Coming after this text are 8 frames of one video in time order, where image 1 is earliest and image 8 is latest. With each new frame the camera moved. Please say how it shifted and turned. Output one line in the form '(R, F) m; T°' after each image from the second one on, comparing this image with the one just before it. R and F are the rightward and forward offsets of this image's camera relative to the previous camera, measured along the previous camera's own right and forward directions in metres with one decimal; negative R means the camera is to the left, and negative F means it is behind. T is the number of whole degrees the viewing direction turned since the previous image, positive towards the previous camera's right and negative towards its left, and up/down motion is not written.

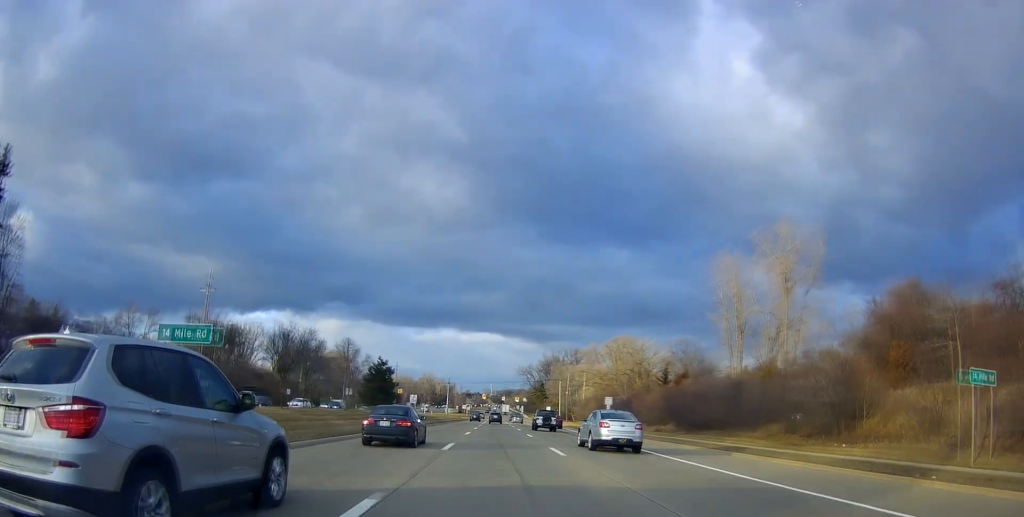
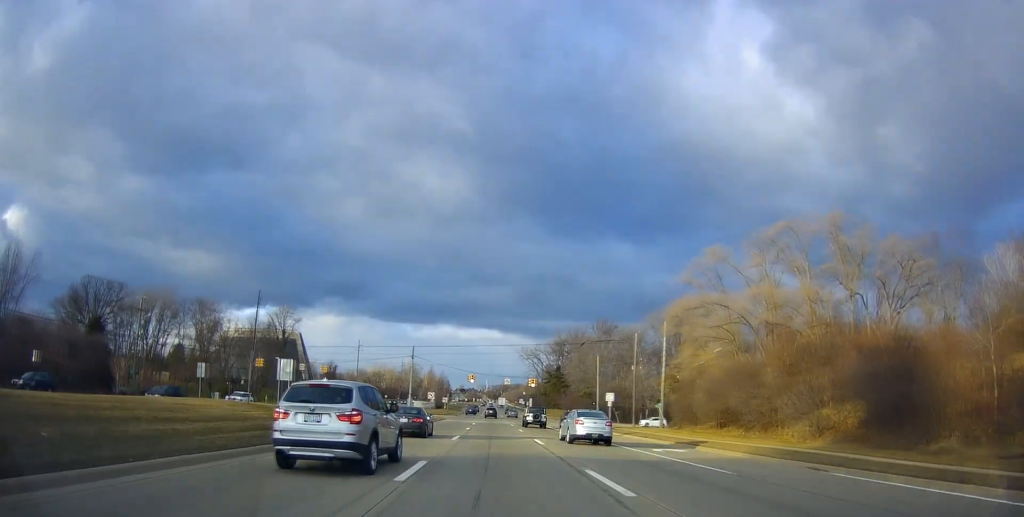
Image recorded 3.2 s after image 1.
(-0.4, +70.2) m; 0°
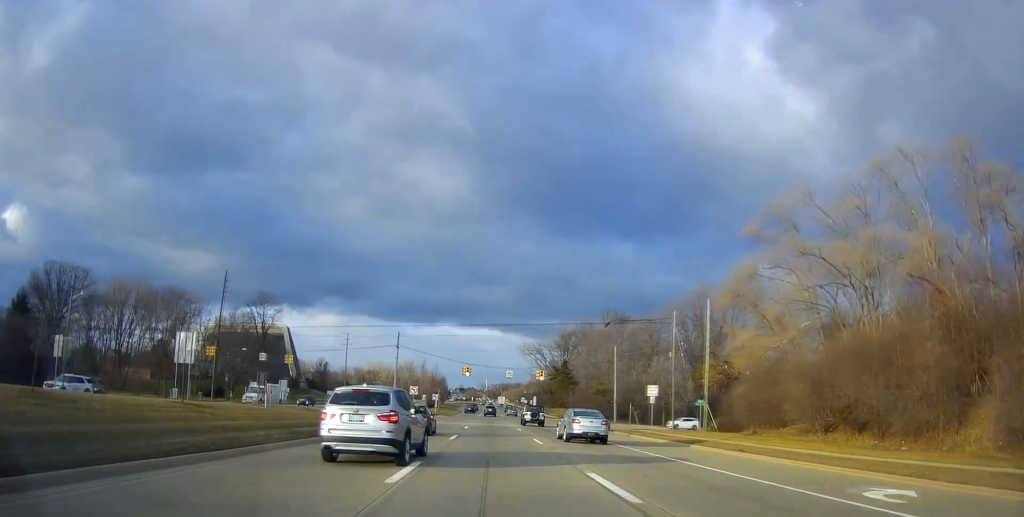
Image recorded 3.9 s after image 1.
(0.0, +15.7) m; -1°
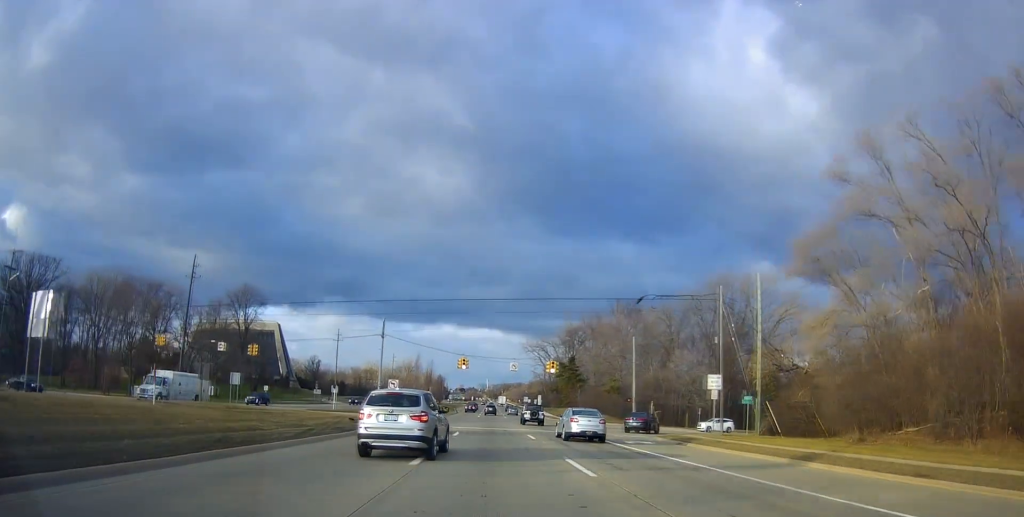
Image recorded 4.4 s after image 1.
(-0.2, +12.0) m; 0°
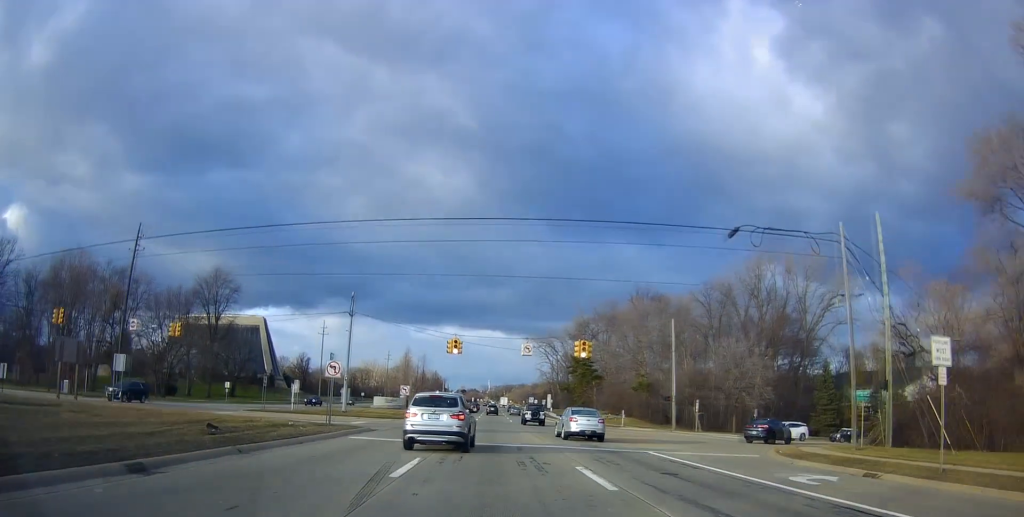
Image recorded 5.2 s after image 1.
(+0.1, +17.4) m; 0°
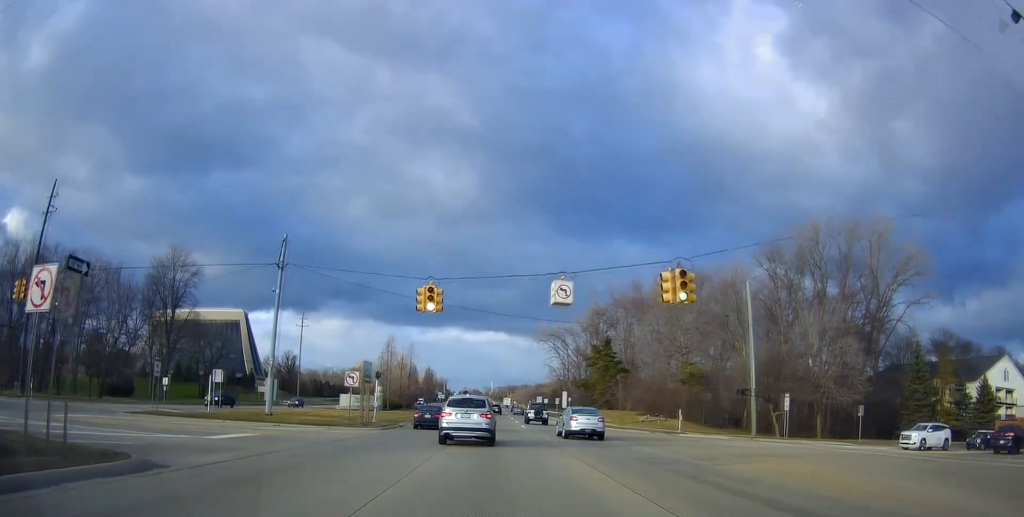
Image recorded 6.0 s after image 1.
(0.0, +19.9) m; 0°
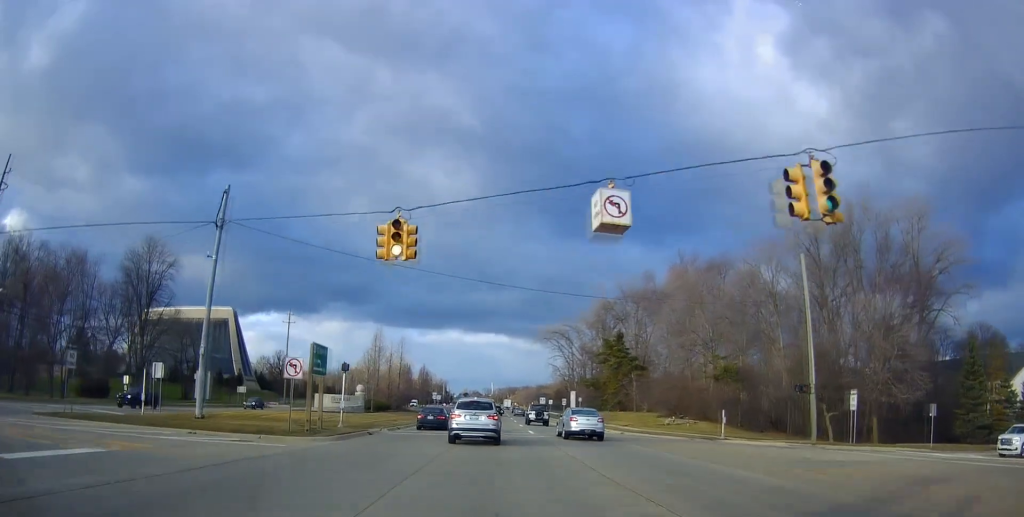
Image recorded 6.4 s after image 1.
(-0.2, +9.2) m; 0°
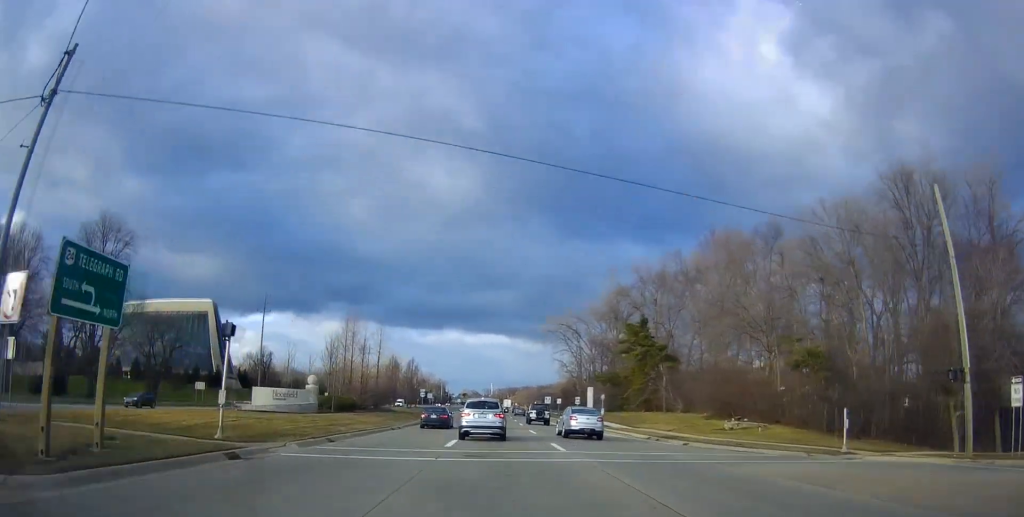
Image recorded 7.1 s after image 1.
(+0.1, +14.7) m; 0°
